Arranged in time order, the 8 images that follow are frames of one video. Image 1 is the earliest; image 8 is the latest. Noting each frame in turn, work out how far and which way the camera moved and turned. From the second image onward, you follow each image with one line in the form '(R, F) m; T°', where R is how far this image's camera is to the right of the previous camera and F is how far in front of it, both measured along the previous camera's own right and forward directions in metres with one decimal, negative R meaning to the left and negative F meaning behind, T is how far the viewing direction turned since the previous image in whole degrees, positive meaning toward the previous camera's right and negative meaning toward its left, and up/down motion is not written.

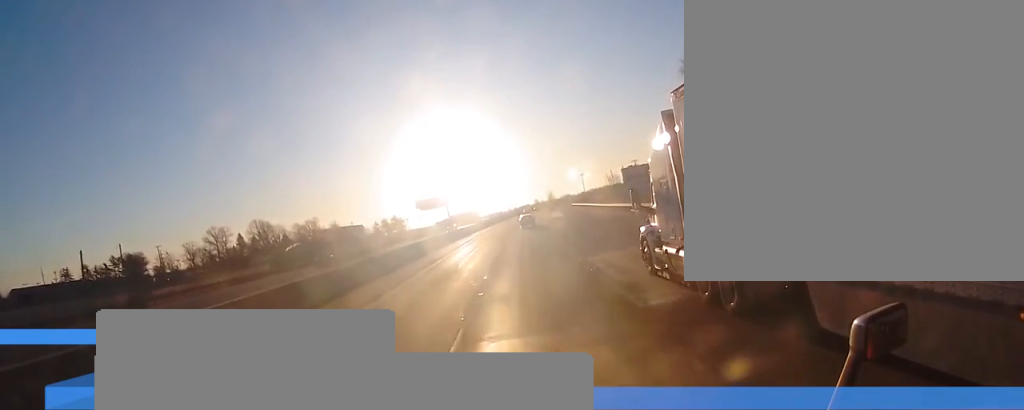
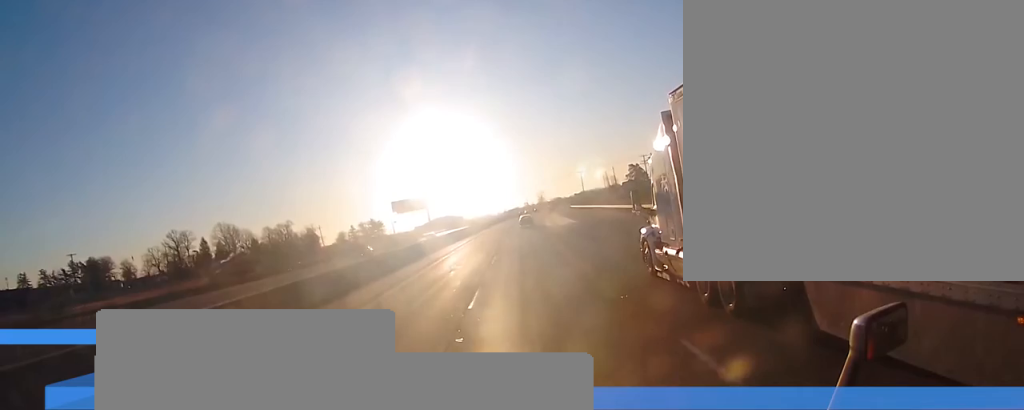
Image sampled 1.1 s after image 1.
(+0.4, +30.3) m; +2°
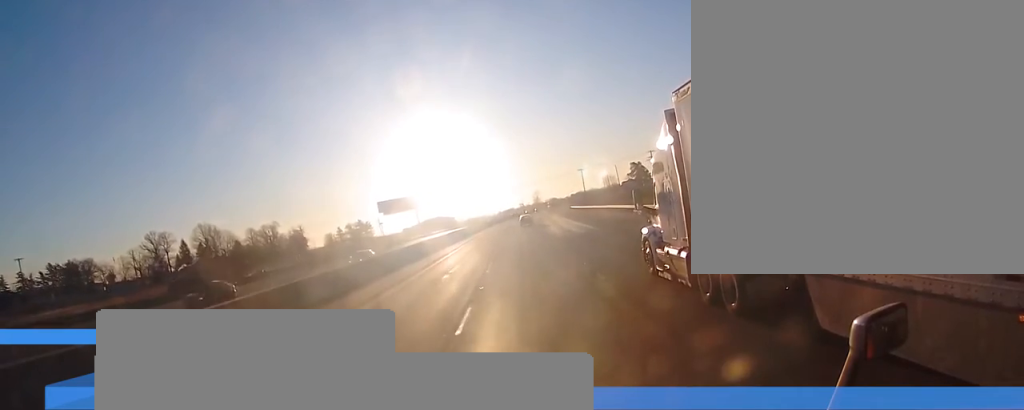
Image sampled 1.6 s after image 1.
(+0.2, +15.4) m; +1°
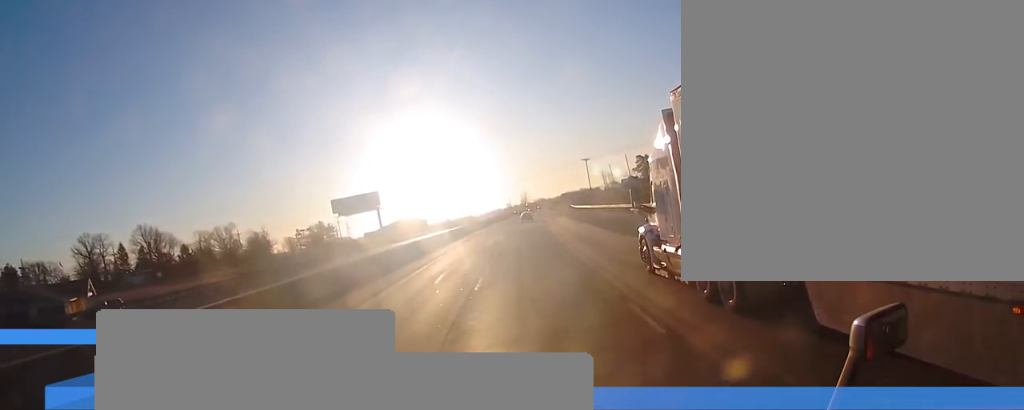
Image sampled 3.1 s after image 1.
(+0.7, +42.2) m; +1°
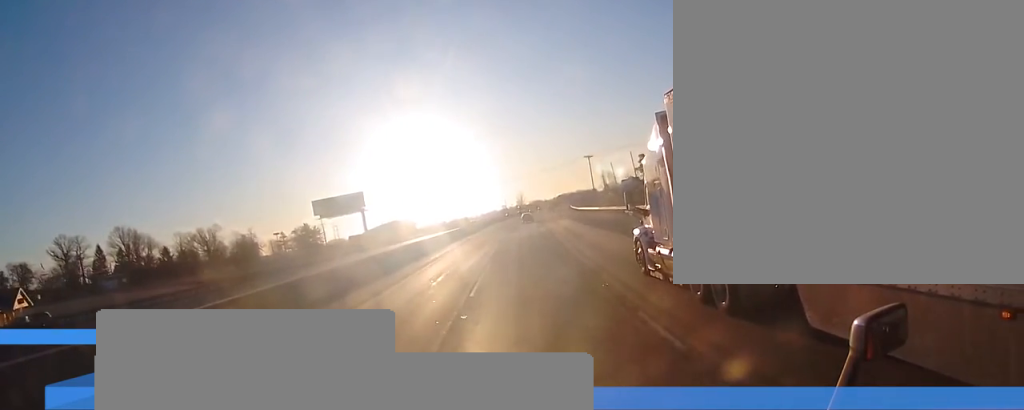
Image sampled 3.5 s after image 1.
(0.0, +13.9) m; 0°
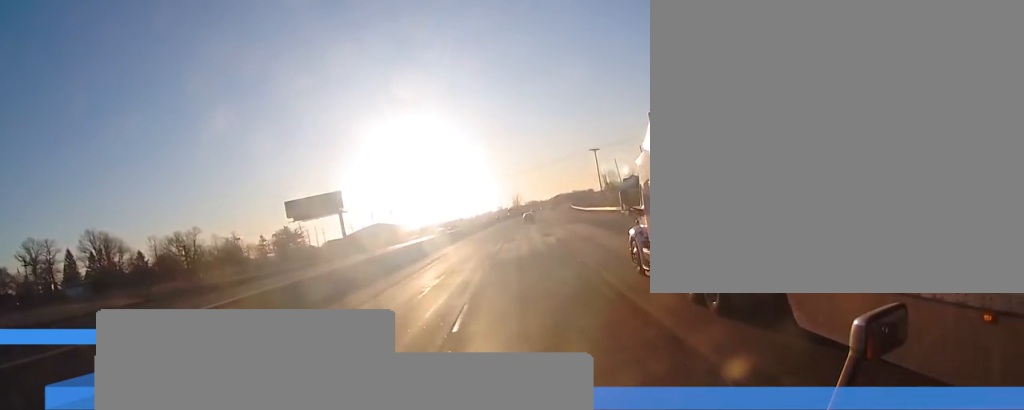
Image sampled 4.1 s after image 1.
(0.0, +16.8) m; 0°
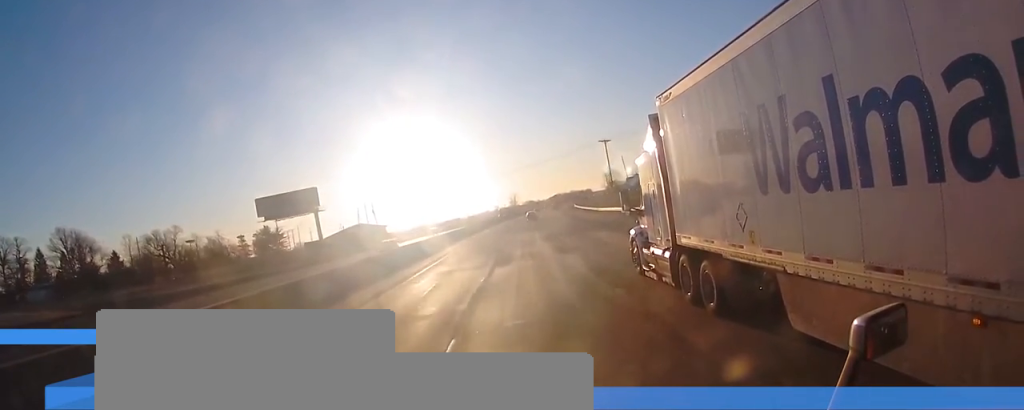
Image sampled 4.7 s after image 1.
(0.0, +16.1) m; +1°
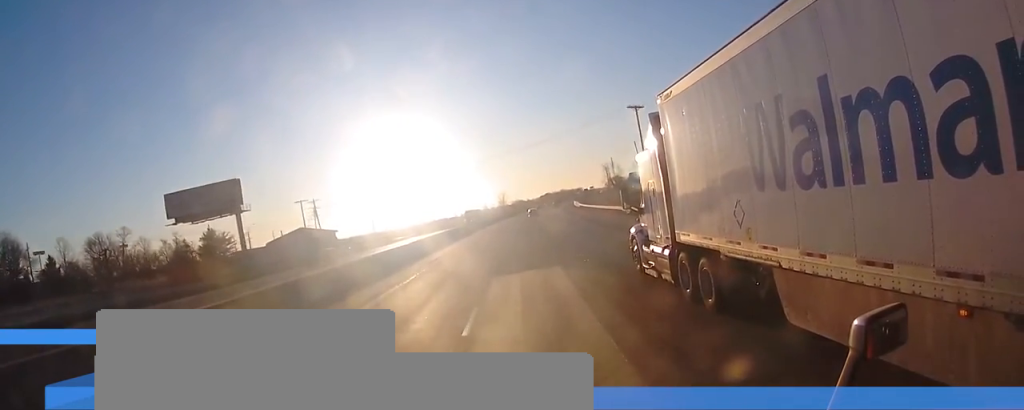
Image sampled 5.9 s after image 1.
(+0.5, +33.1) m; +2°
